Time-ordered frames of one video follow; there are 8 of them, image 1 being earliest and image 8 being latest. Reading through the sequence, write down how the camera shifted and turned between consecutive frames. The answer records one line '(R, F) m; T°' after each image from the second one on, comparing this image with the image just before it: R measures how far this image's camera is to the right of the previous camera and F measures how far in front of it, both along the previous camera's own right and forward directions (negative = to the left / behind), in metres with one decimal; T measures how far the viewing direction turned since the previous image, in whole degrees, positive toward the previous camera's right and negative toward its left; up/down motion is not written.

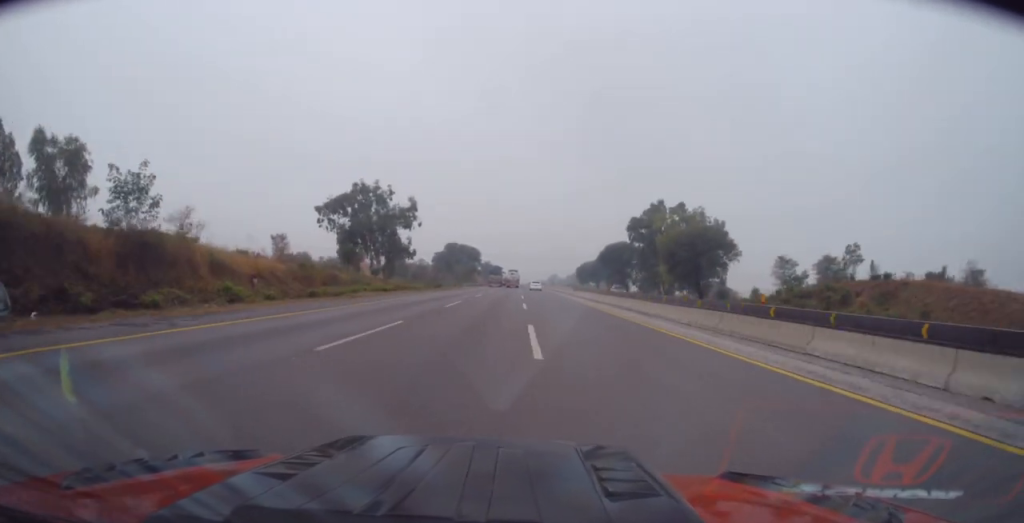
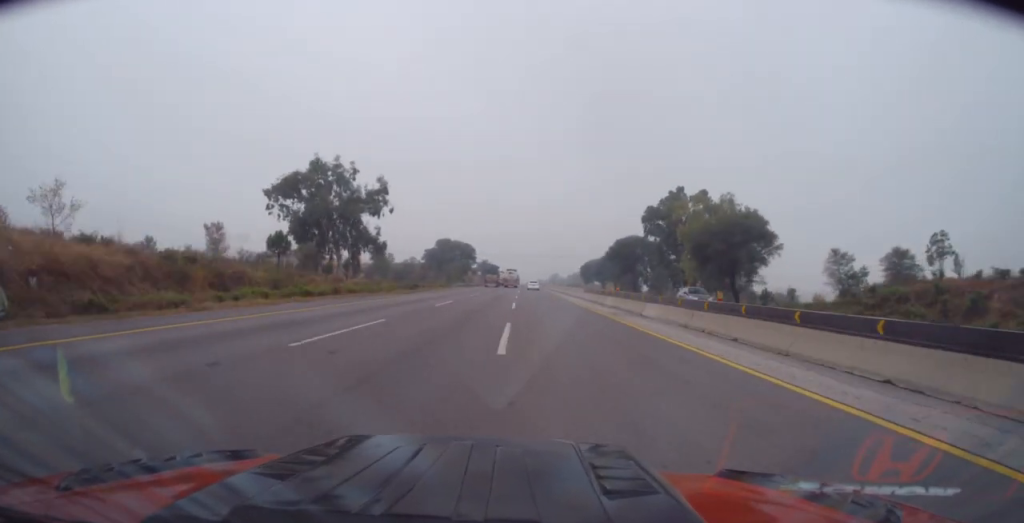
(-0.2, +17.6) m; -1°
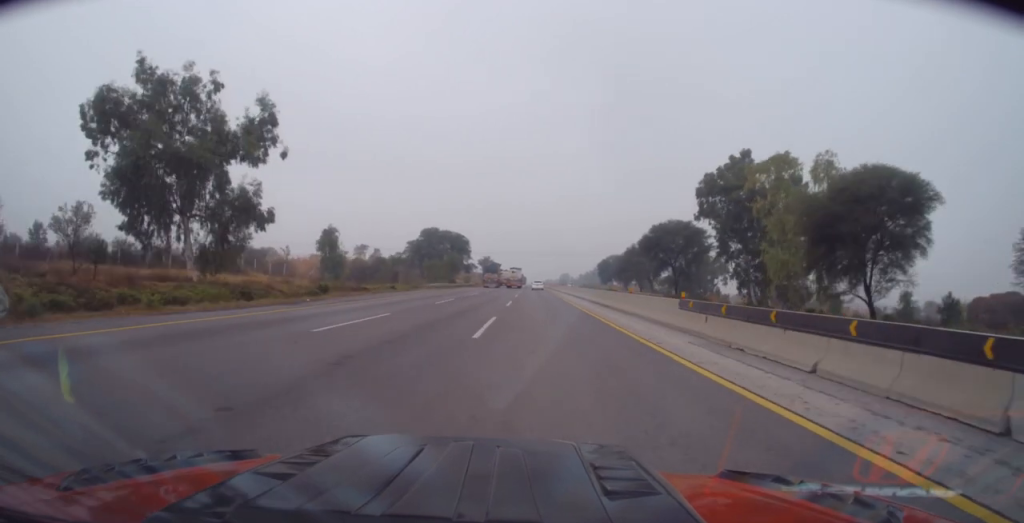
(-0.5, +33.6) m; 0°
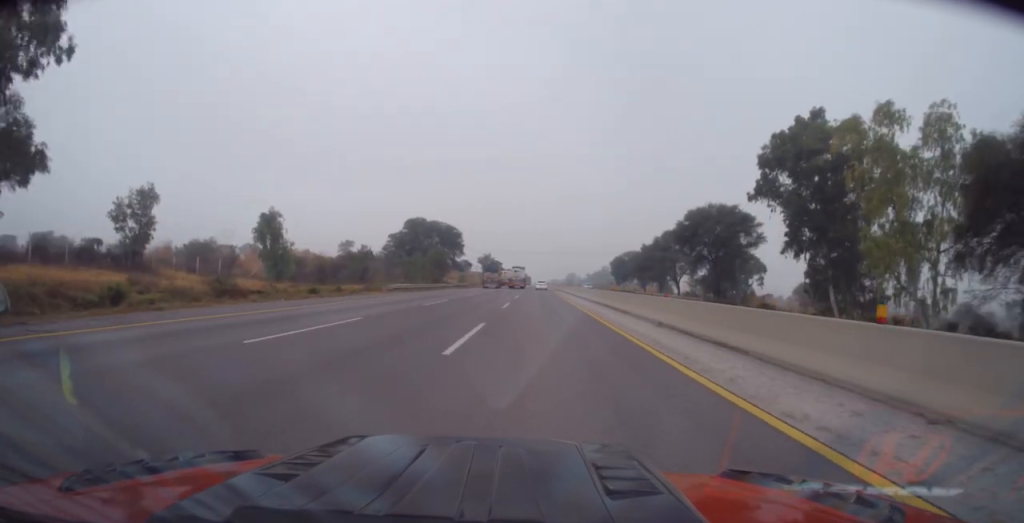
(+0.2, +21.0) m; +1°
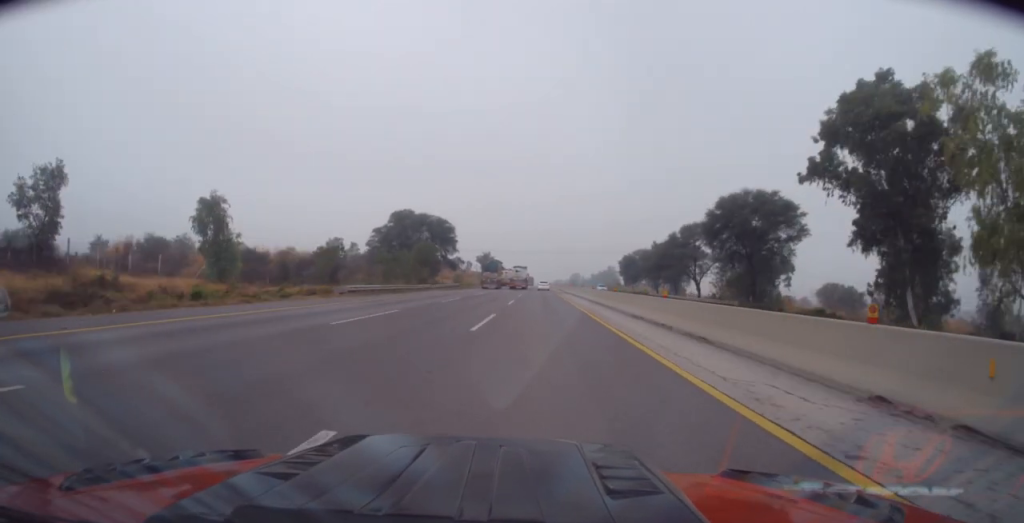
(0.0, +13.0) m; -1°
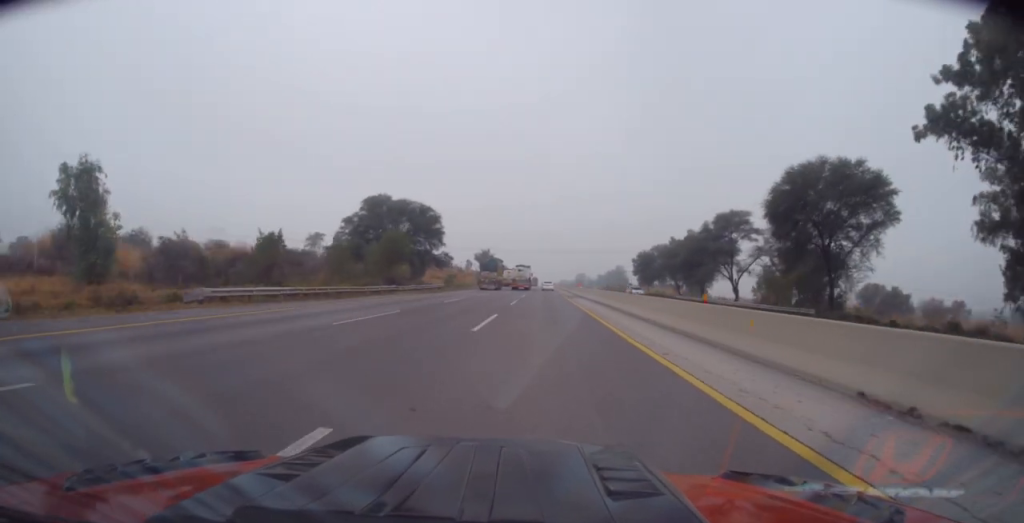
(0.0, +17.9) m; -1°
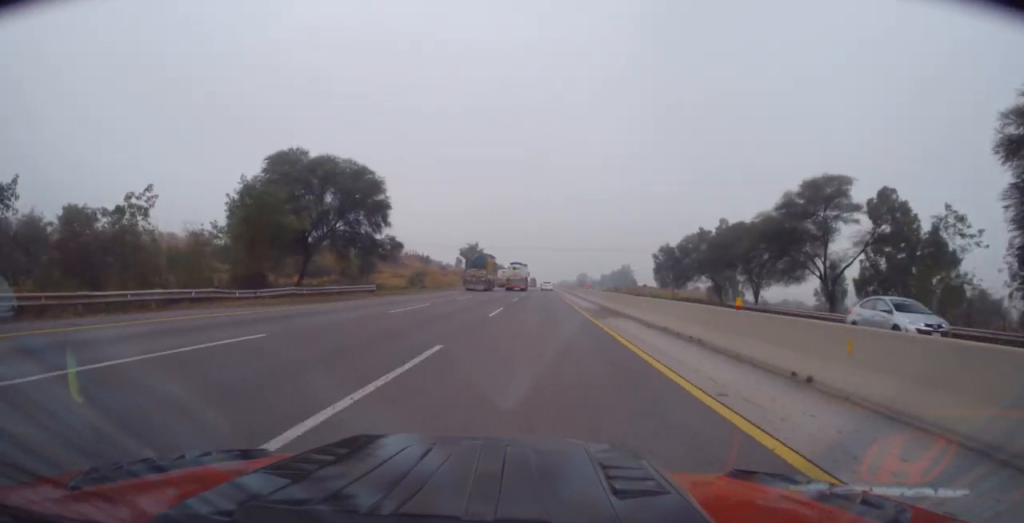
(-0.3, +29.6) m; 0°
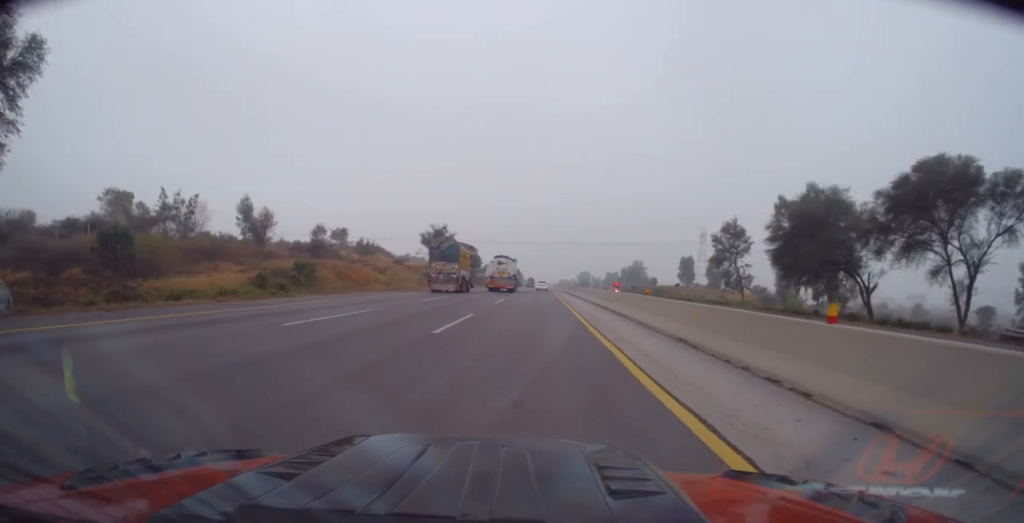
(+0.2, +44.3) m; 0°
